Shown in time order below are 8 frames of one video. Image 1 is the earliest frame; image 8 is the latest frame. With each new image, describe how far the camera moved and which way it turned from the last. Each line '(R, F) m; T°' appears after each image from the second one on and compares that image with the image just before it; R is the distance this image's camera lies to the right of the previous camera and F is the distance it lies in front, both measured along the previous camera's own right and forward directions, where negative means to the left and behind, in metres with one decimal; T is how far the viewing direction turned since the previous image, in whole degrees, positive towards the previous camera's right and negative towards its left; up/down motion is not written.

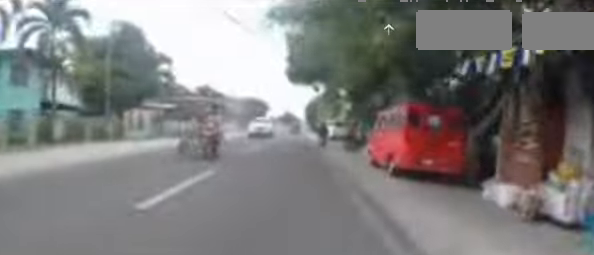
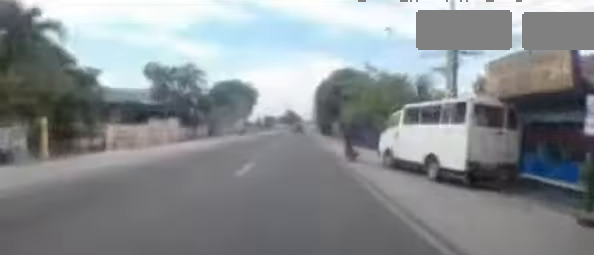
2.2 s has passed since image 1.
(0.0, +24.2) m; 0°
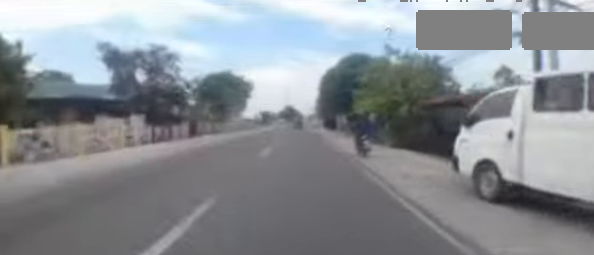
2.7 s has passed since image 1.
(0.0, +5.6) m; 0°
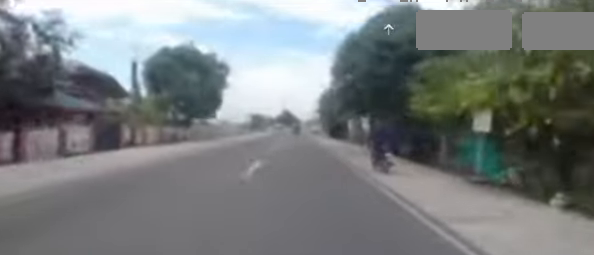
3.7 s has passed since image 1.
(0.0, +11.8) m; 0°
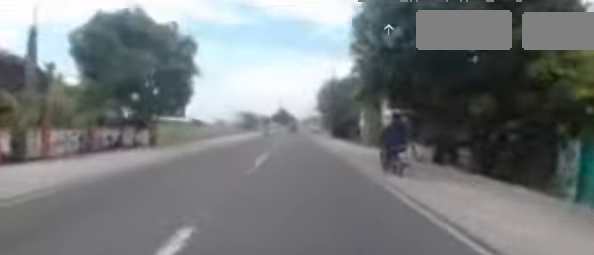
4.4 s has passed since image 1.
(0.0, +7.4) m; 0°
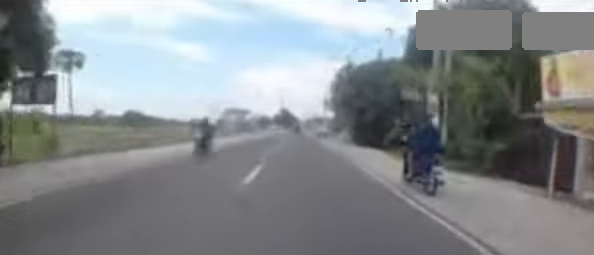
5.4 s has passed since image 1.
(0.0, +12.5) m; 0°
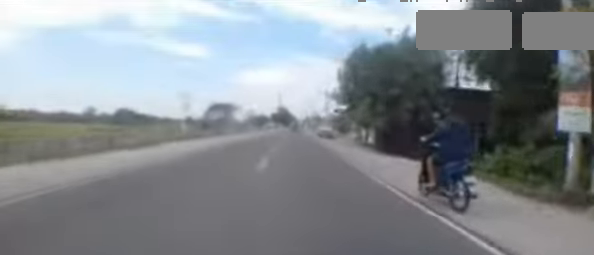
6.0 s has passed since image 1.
(0.0, +7.6) m; 0°
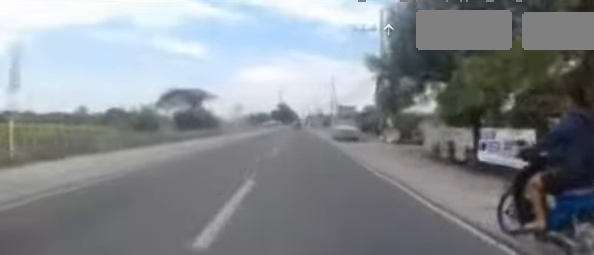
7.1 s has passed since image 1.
(-0.1, +14.0) m; 0°
